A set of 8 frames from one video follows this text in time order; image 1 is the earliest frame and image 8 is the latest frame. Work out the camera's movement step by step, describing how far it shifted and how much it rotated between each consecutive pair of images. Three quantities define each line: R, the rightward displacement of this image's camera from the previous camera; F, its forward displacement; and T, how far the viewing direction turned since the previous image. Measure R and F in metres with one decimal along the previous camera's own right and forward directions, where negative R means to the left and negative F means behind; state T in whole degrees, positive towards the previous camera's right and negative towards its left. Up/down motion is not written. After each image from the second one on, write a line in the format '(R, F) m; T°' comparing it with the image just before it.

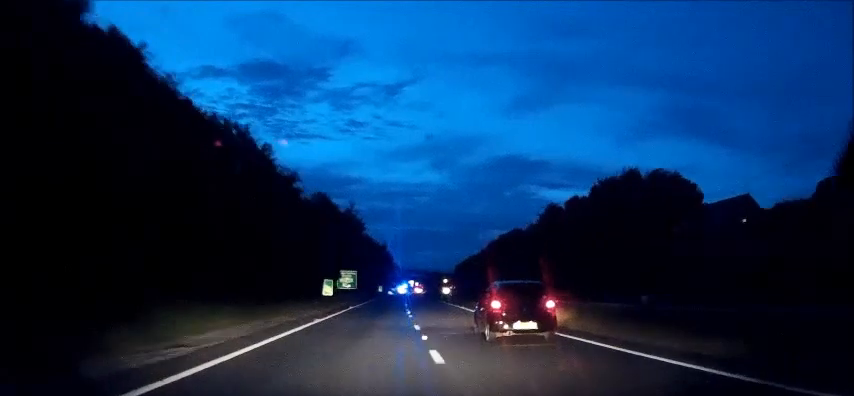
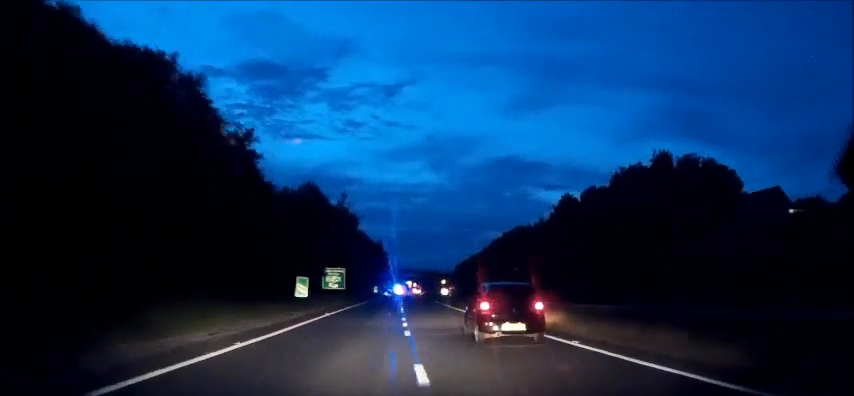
(0.0, +11.4) m; 0°
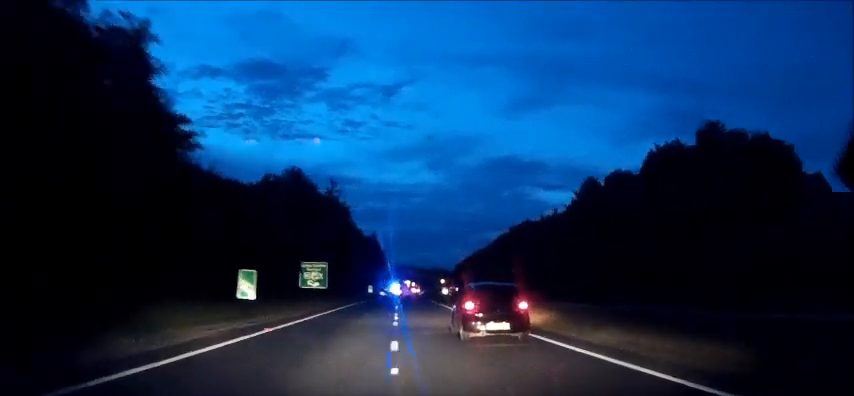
(0.0, +13.0) m; 0°
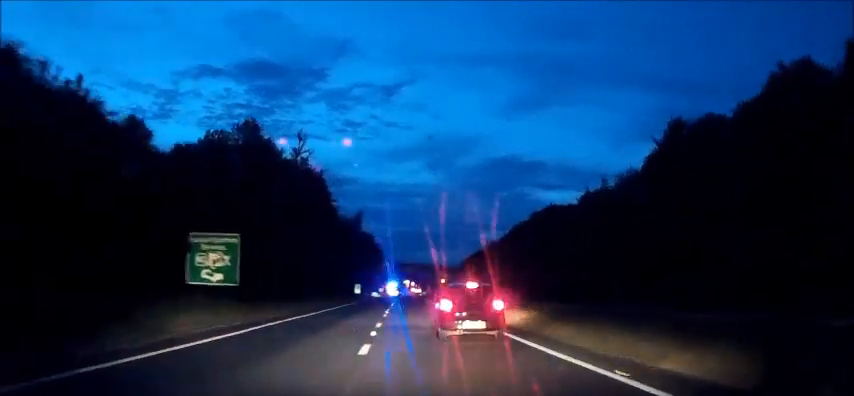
(0.0, +27.4) m; 0°
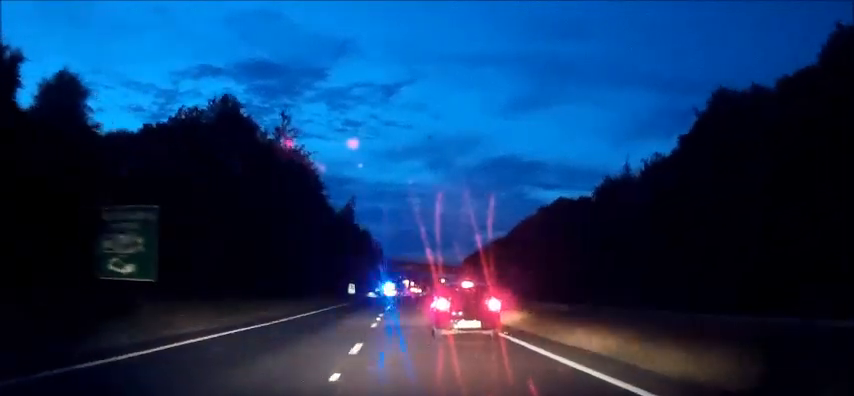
(0.0, +8.6) m; 0°
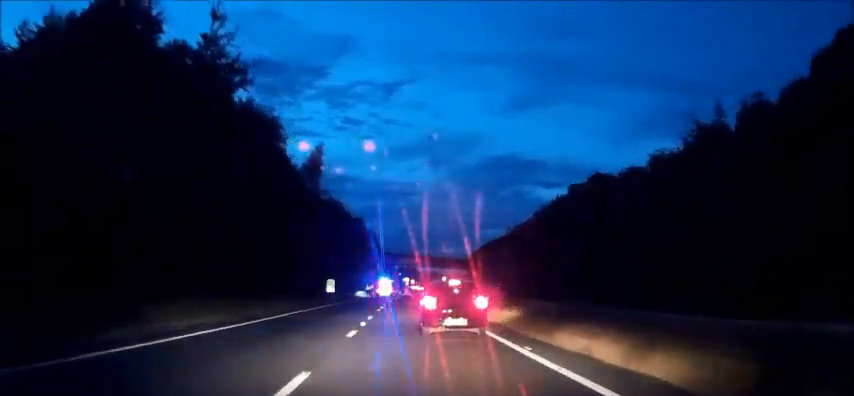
(-0.2, +22.2) m; -1°
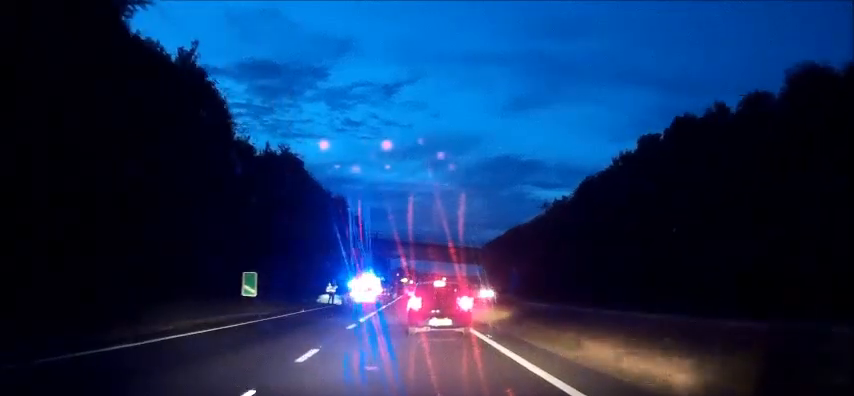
(-0.3, +31.1) m; -1°
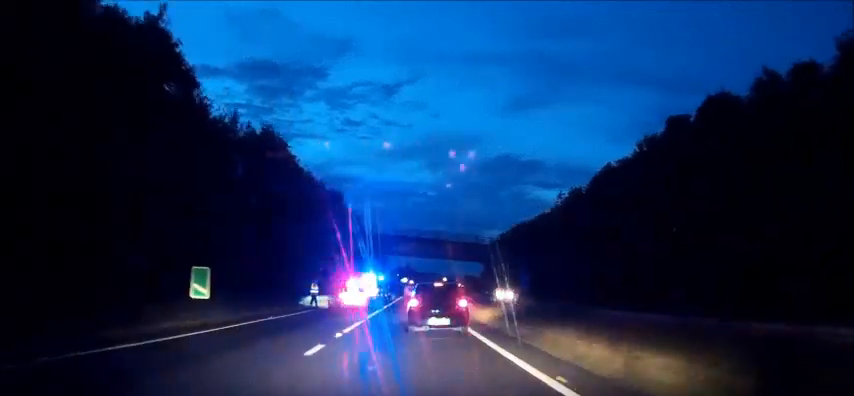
(0.0, +7.9) m; 0°
